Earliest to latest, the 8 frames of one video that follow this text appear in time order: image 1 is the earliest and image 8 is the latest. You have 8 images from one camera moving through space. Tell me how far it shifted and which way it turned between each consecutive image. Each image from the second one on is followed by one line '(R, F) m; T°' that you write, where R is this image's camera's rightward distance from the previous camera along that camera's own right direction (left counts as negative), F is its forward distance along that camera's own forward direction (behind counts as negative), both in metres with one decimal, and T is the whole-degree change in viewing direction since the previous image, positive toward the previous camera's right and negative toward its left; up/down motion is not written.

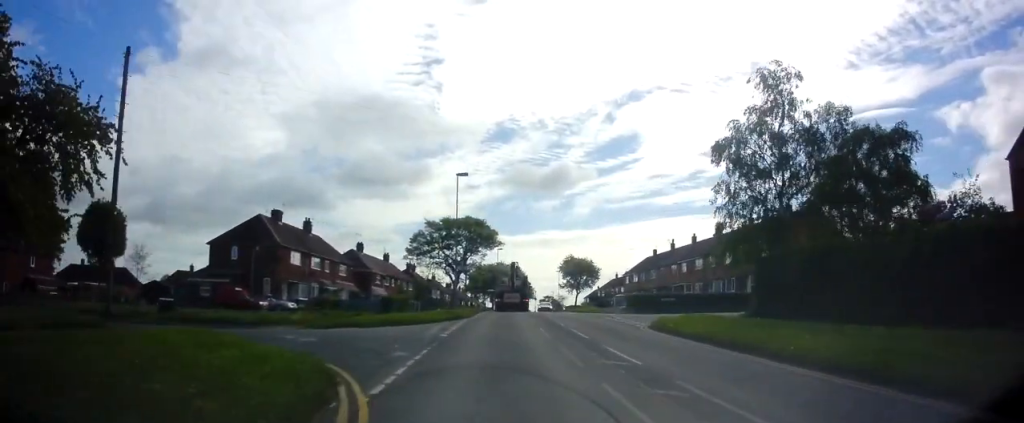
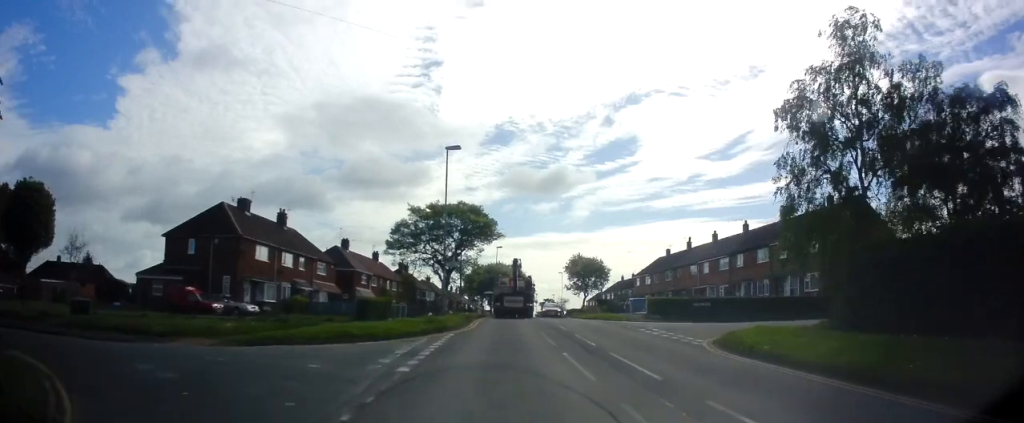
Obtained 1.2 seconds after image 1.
(+0.3, +7.4) m; +1°
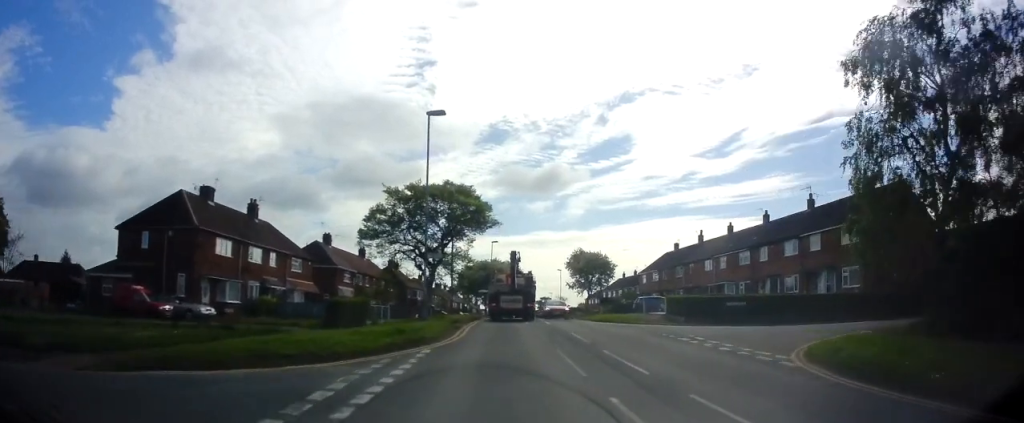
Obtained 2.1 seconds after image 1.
(-0.2, +5.3) m; +1°
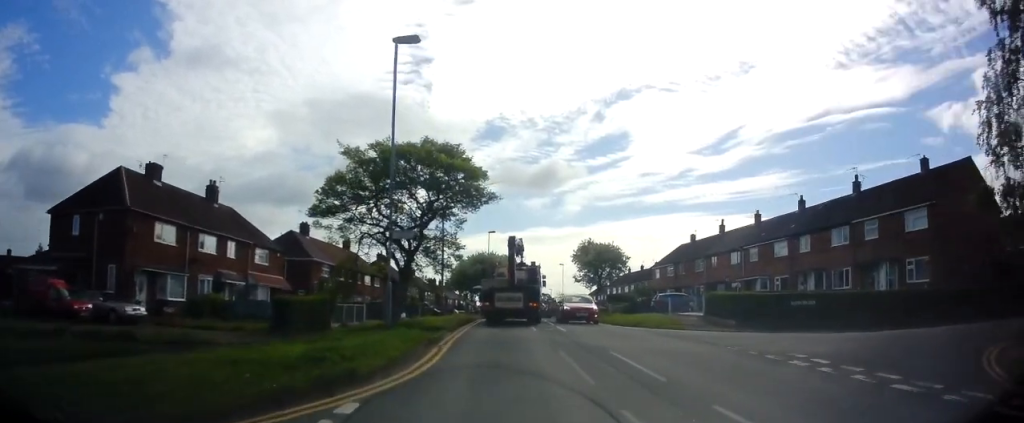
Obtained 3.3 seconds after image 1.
(+0.3, +6.6) m; 0°
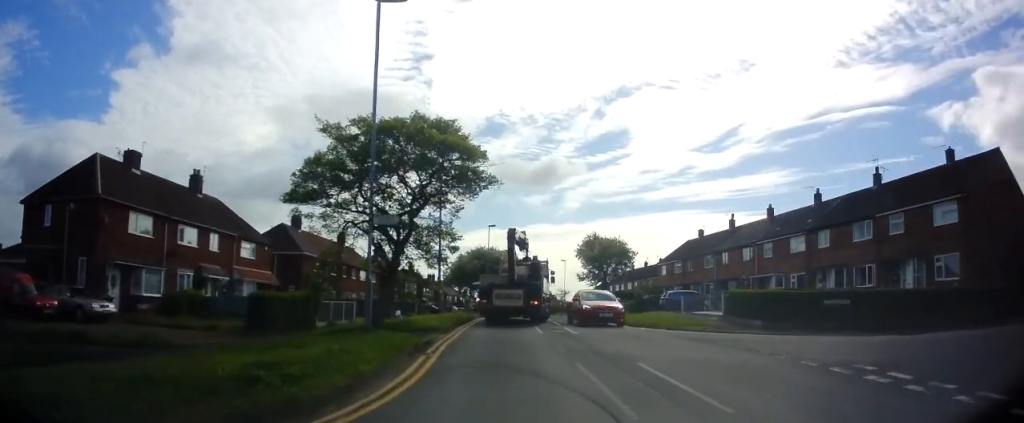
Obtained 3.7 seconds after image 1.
(-0.1, +2.5) m; 0°
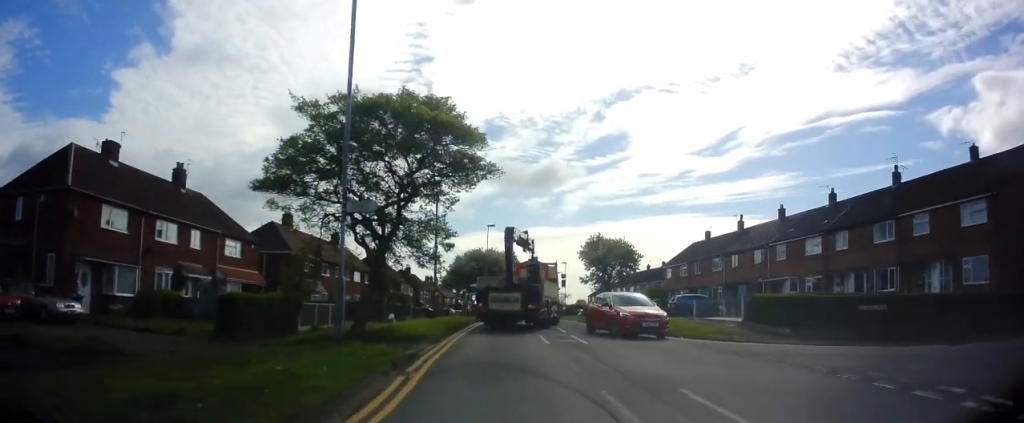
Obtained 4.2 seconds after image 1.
(-0.3, +2.4) m; 0°
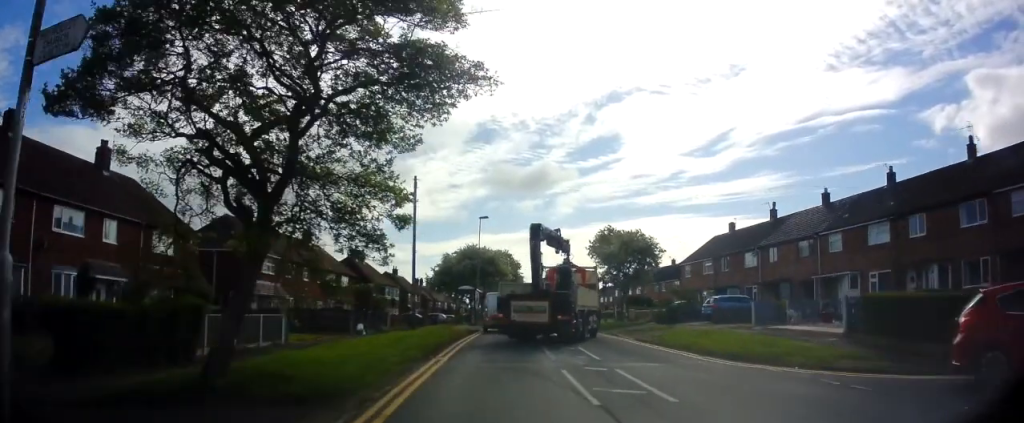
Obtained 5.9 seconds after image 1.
(+0.6, +7.9) m; +3°
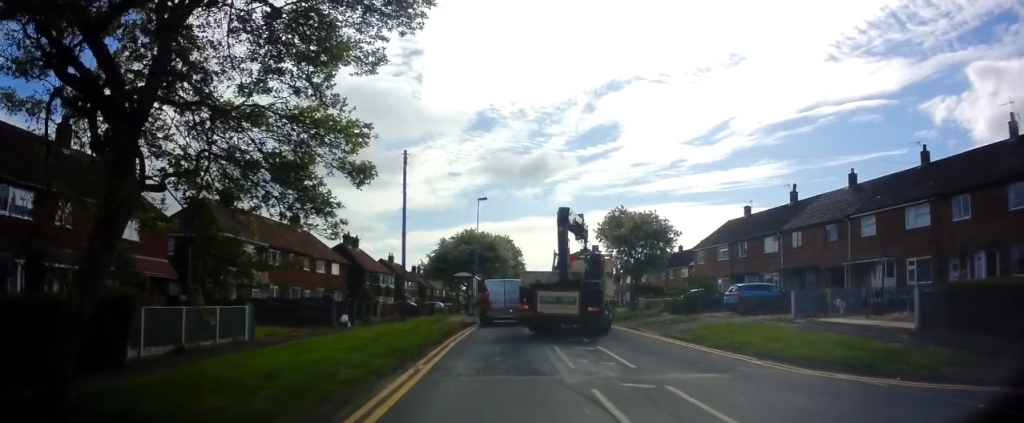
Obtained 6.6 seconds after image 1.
(0.0, +3.2) m; -4°
